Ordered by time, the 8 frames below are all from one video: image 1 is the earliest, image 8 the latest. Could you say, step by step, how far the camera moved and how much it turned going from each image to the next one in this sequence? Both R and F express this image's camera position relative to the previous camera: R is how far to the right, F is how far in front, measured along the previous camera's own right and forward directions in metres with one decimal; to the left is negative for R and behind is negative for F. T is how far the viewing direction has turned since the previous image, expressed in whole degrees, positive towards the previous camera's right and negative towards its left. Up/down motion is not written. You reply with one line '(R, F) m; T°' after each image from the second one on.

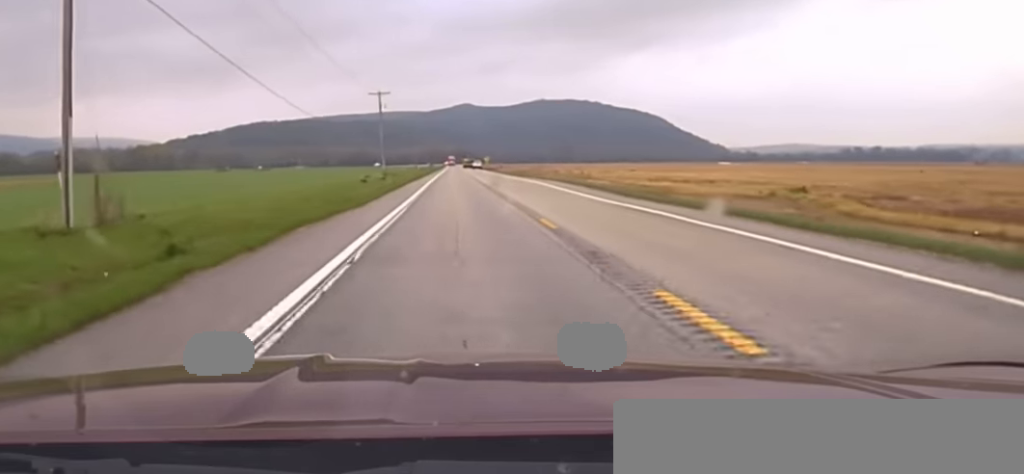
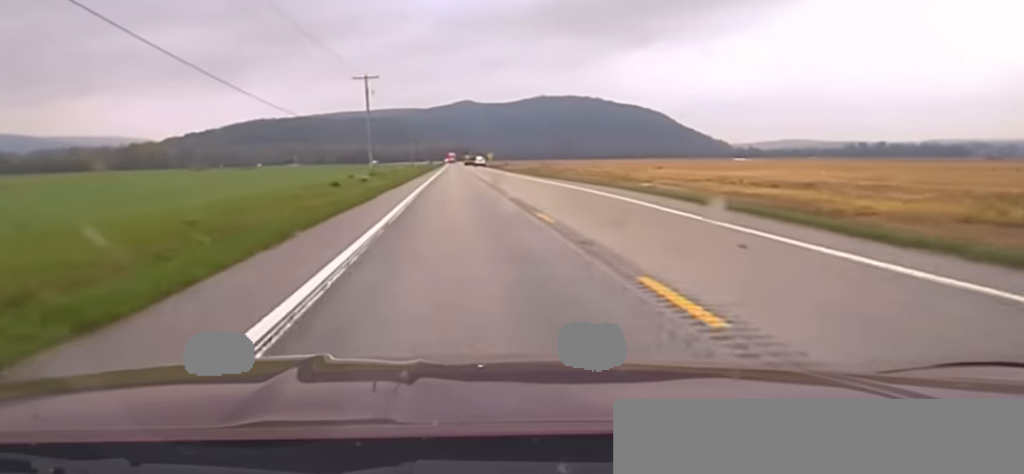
(-0.1, +19.5) m; 0°
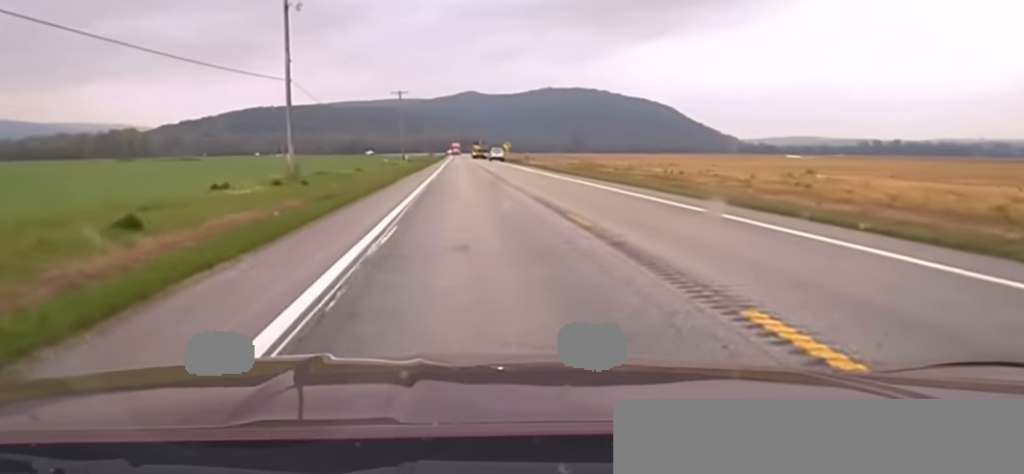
(-0.3, +59.9) m; 0°
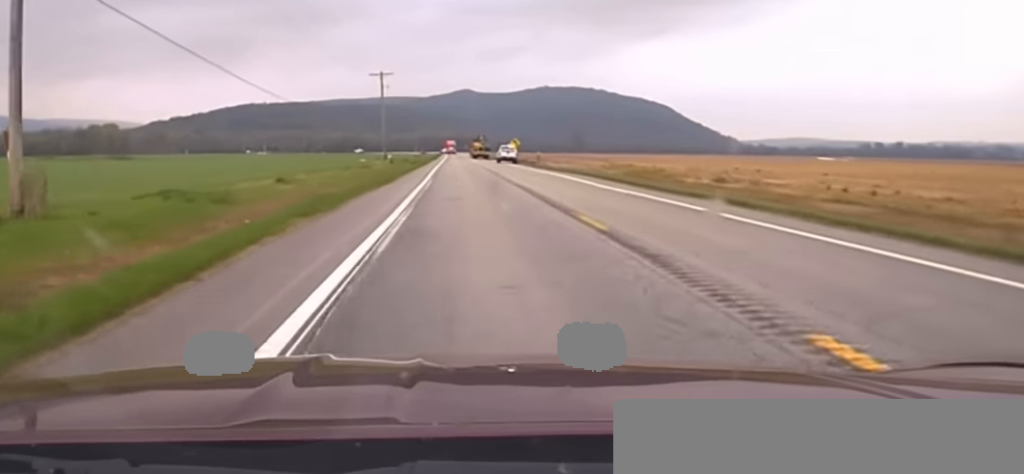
(+0.2, +41.9) m; 0°
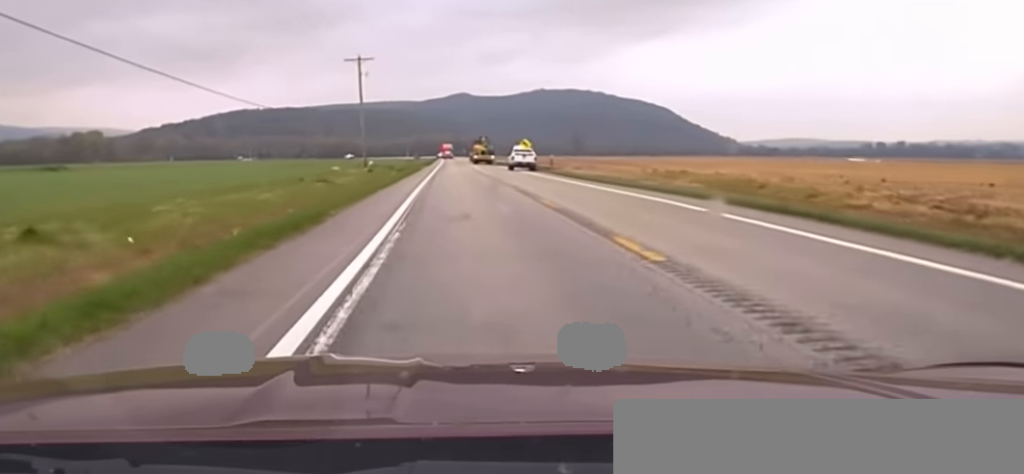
(0.0, +32.7) m; 0°
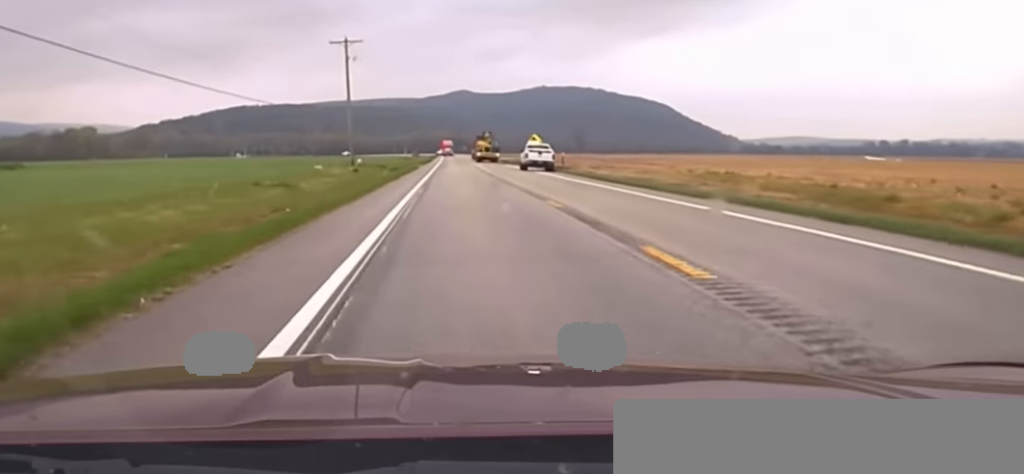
(-0.1, +16.8) m; 0°
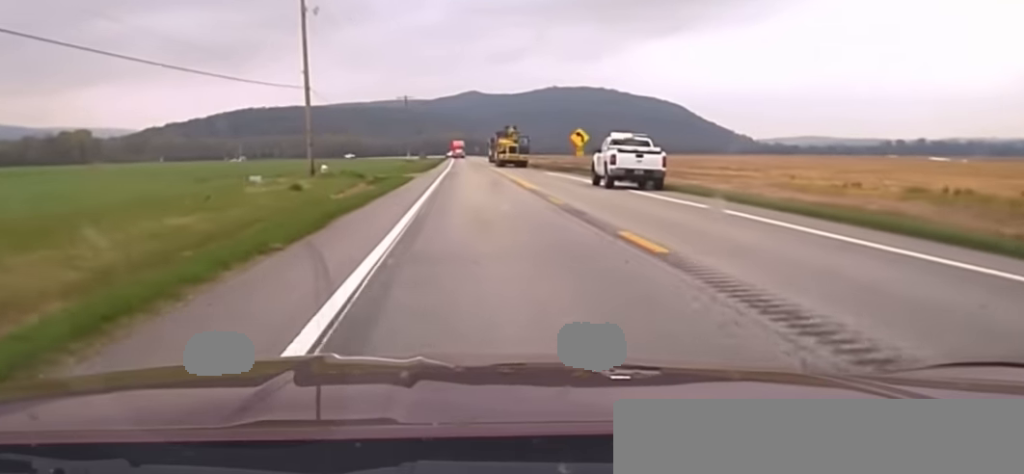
(+0.3, +33.7) m; 0°
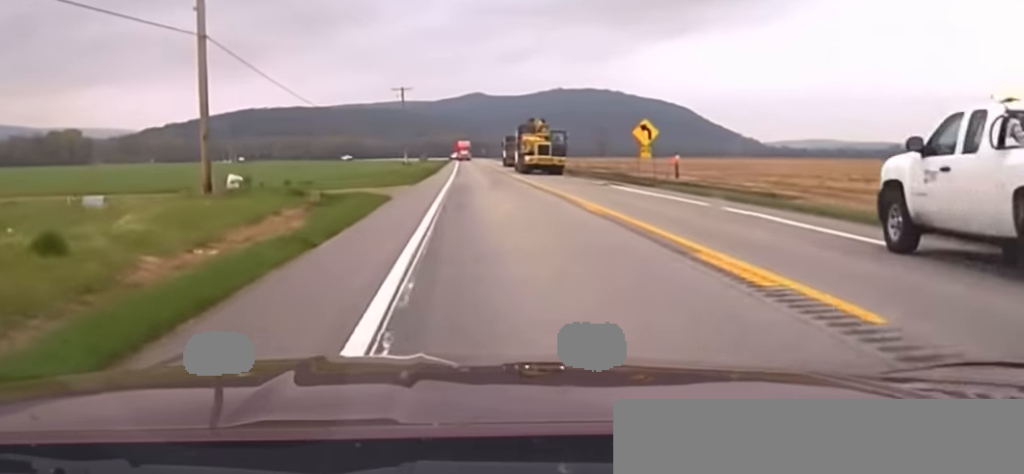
(-0.2, +27.0) m; -1°
